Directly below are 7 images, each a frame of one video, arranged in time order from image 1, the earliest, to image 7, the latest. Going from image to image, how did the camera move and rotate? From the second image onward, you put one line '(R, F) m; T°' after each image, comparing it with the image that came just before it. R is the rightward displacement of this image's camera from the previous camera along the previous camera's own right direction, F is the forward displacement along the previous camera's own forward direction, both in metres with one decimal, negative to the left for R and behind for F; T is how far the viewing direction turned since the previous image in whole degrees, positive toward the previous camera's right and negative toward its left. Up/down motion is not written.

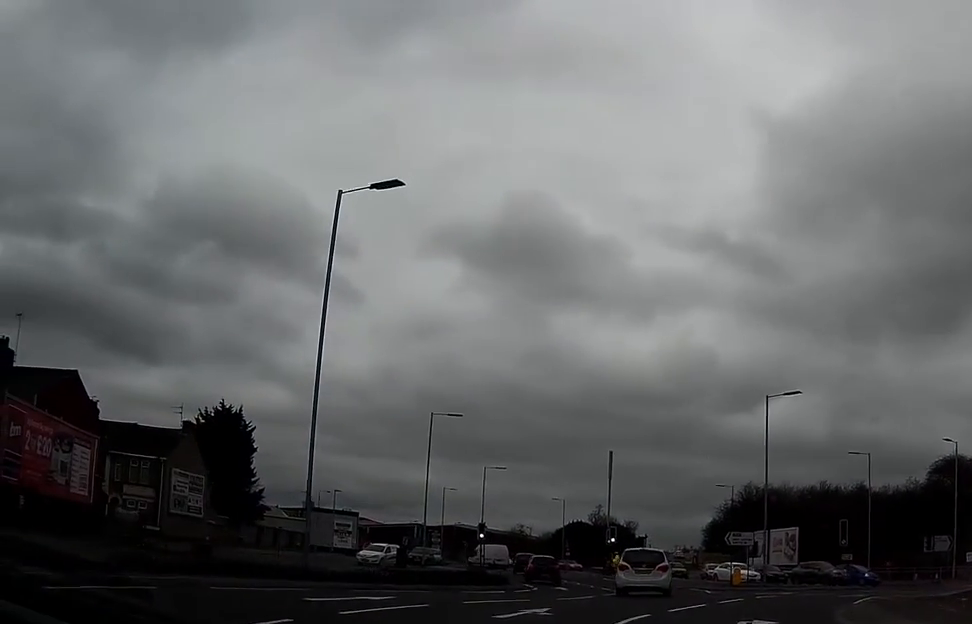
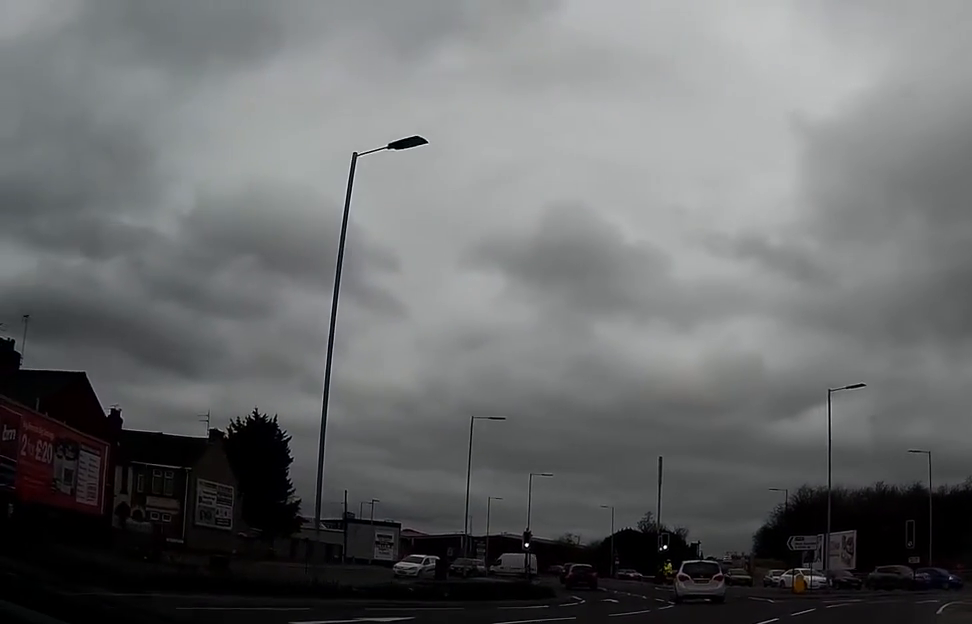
(-0.1, +3.7) m; -1°
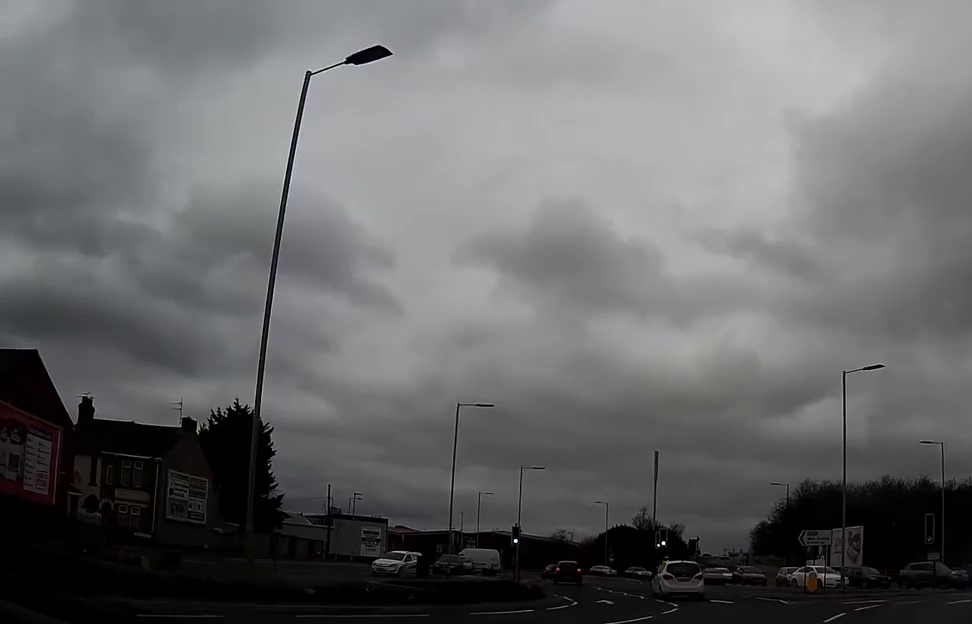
(+0.1, +4.2) m; 0°
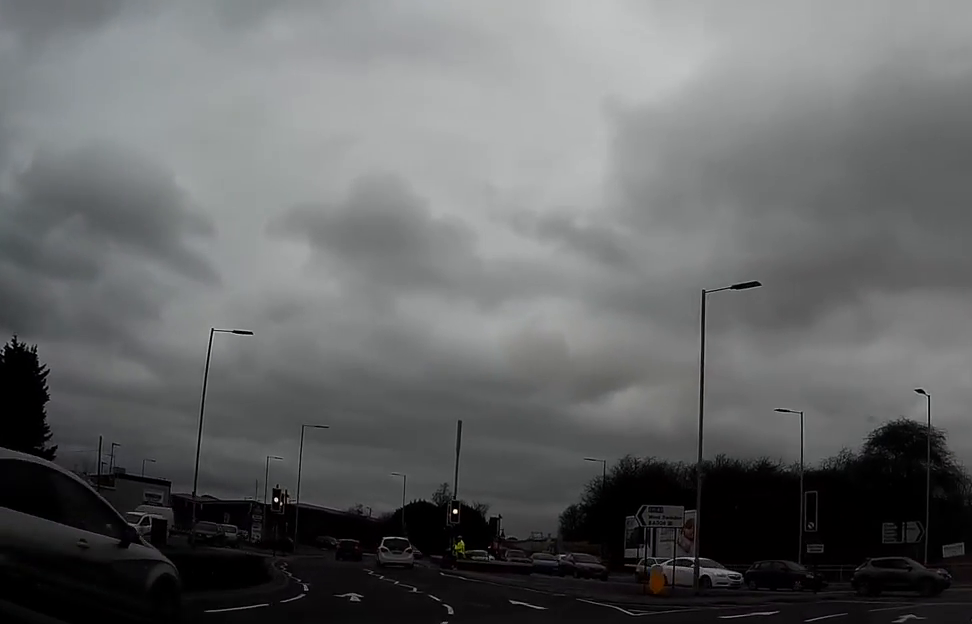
(+0.3, +12.1) m; +6°
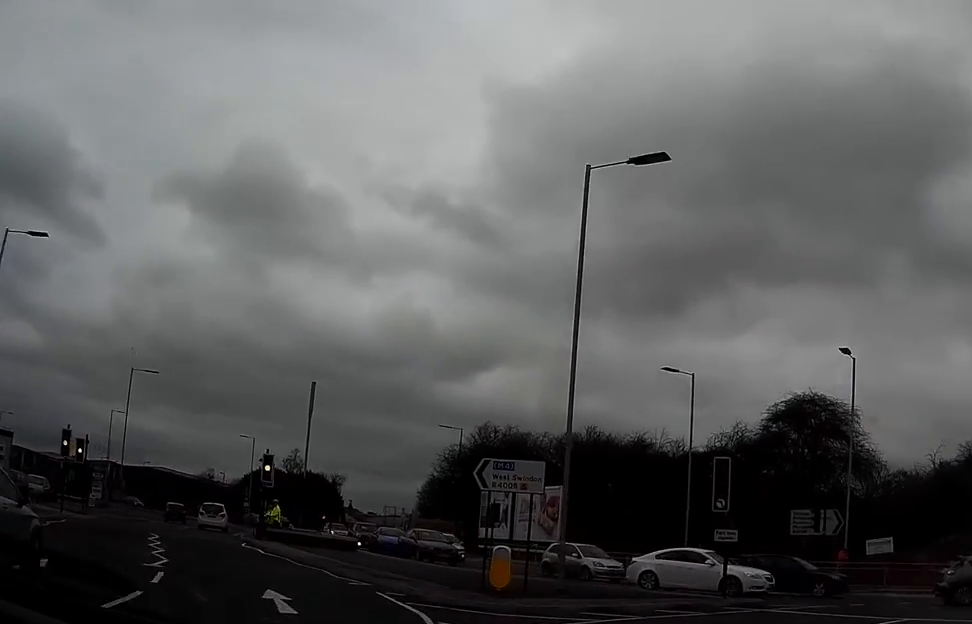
(+0.5, +9.3) m; +8°
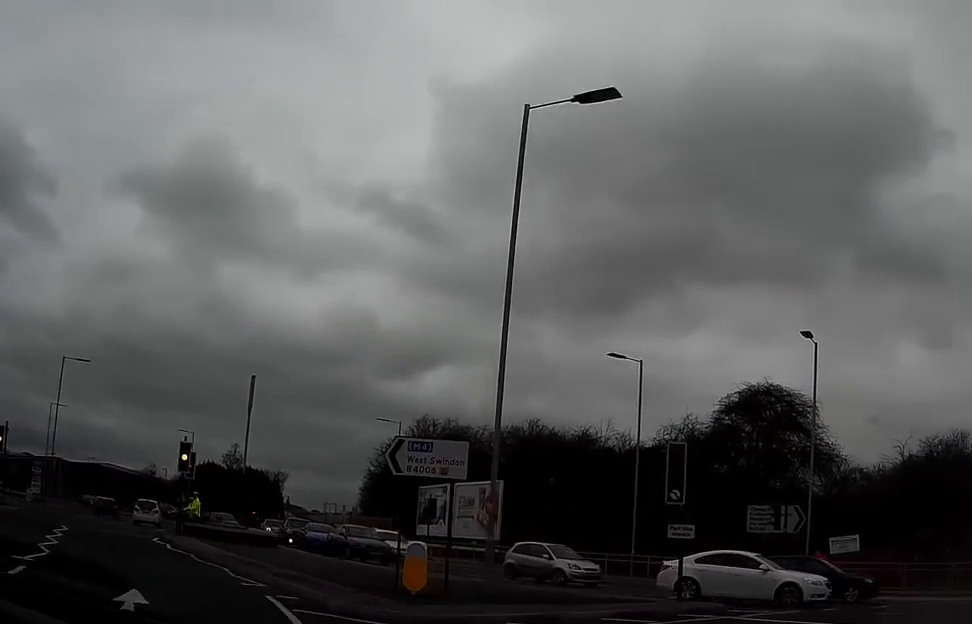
(+0.2, +3.3) m; +4°
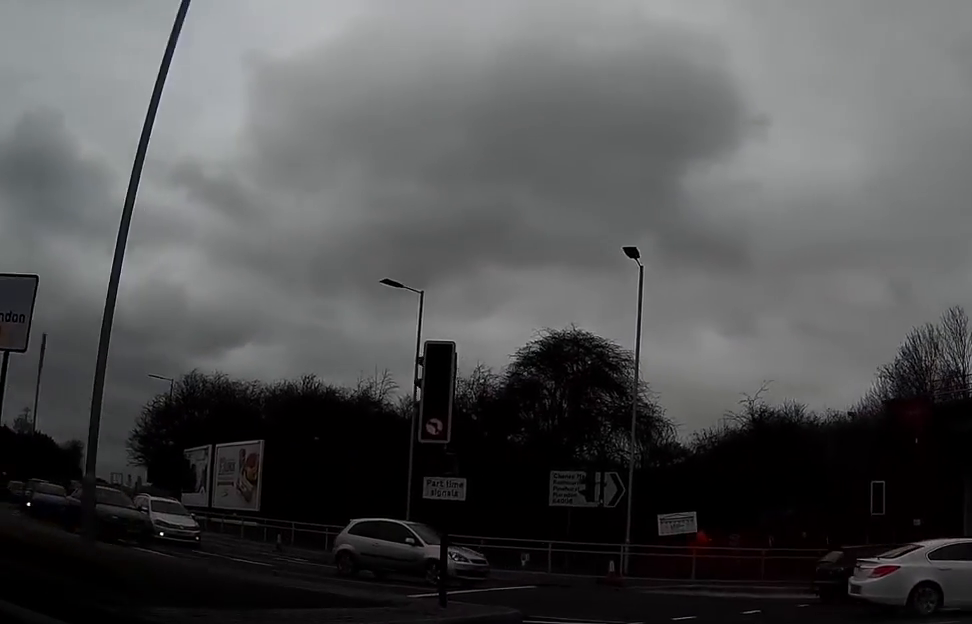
(+1.0, +9.2) m; +17°
